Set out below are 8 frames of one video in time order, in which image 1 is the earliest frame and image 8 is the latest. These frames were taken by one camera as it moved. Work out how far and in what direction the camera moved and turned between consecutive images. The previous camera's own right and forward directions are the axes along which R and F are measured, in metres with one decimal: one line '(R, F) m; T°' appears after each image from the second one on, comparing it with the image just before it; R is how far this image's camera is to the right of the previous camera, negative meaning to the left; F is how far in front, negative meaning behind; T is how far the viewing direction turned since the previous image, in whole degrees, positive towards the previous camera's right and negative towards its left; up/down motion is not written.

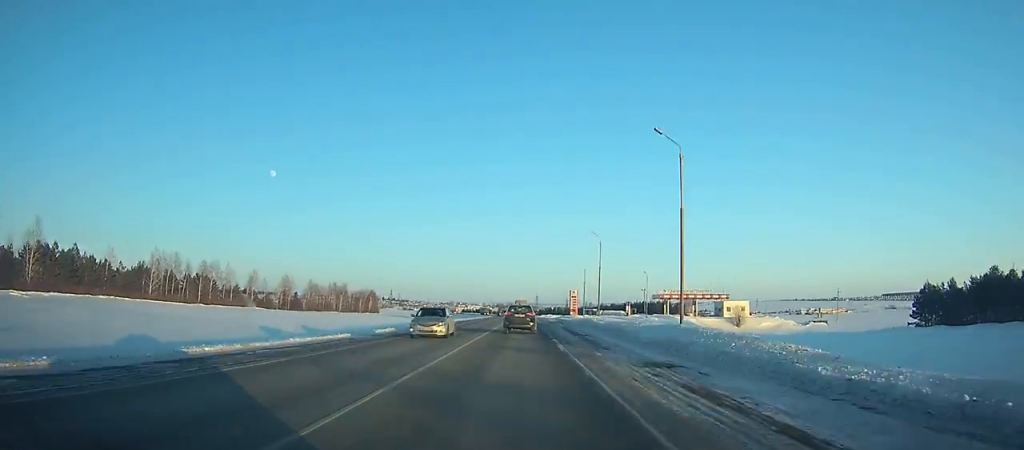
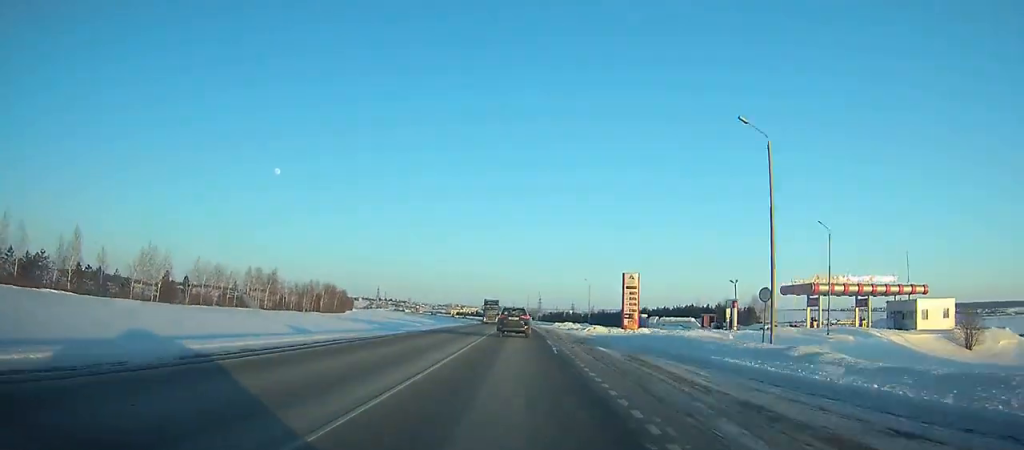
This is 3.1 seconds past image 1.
(-0.2, +73.7) m; 0°
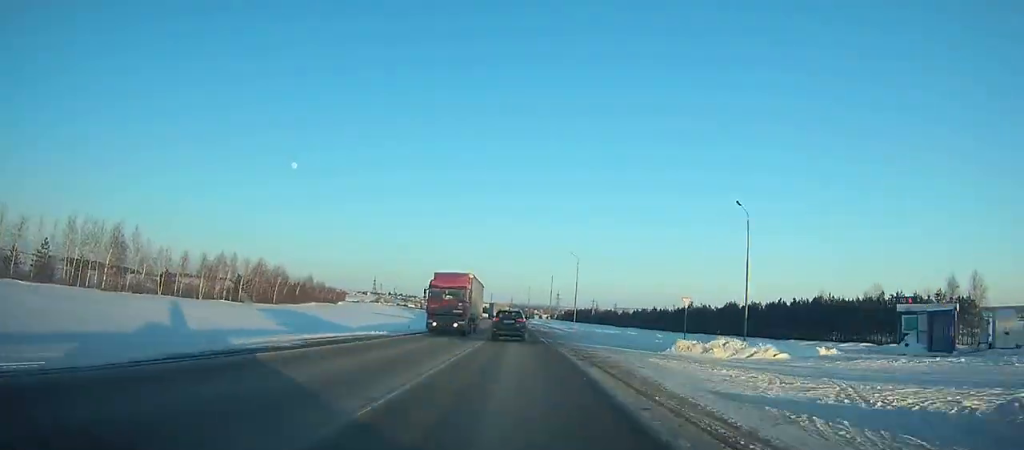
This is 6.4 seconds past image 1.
(-0.4, +77.1) m; -1°
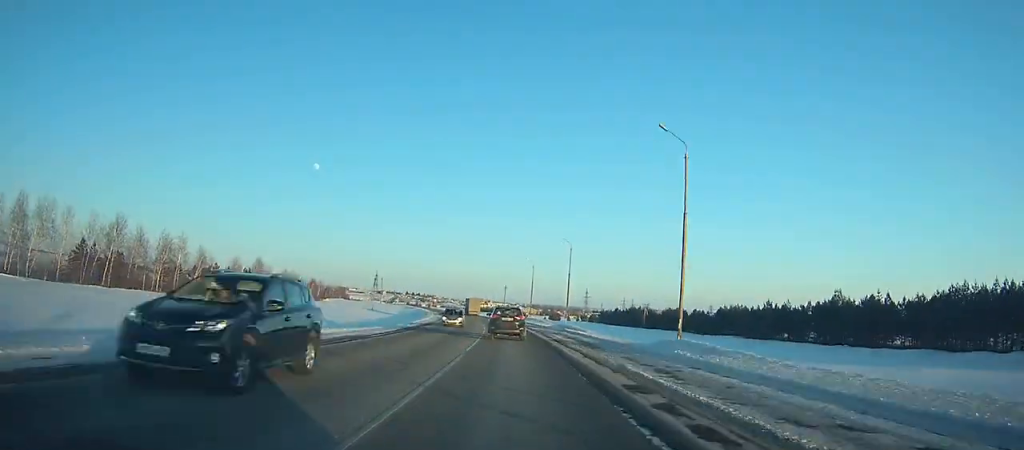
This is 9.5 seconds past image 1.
(-1.1, +71.5) m; -3°
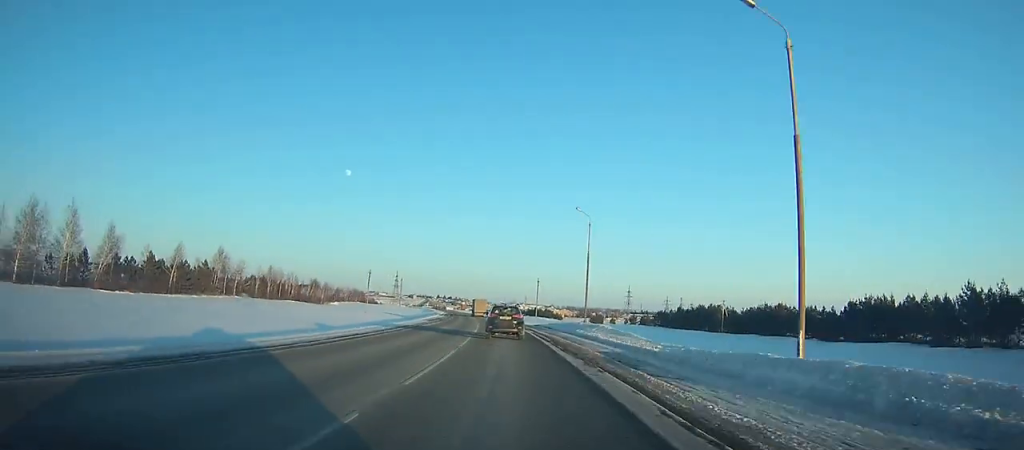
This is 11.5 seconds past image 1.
(-1.2, +45.9) m; -3°
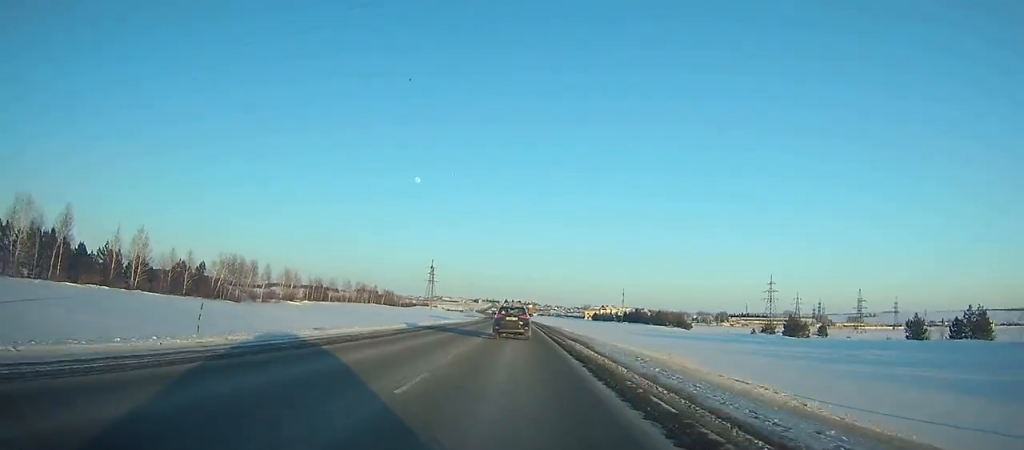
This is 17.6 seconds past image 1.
(-9.8, +139.2) m; -6°
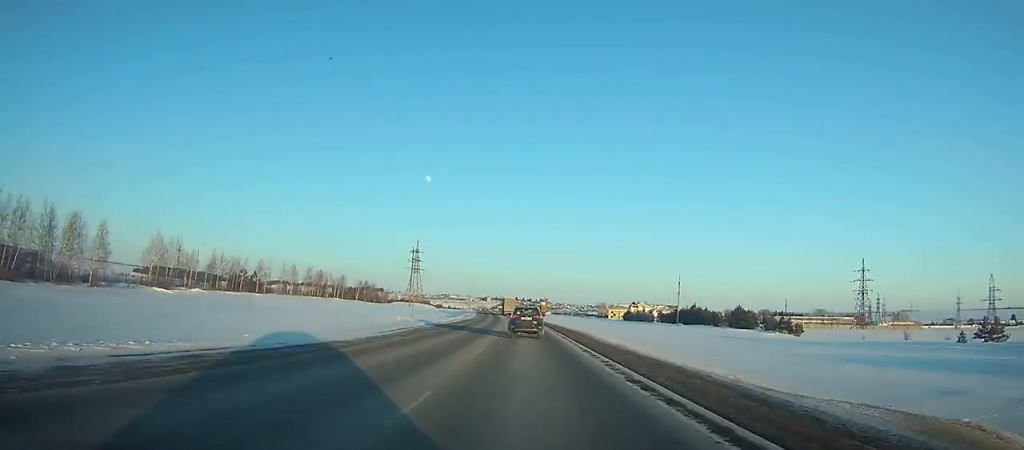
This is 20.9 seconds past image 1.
(-0.9, +76.1) m; -1°
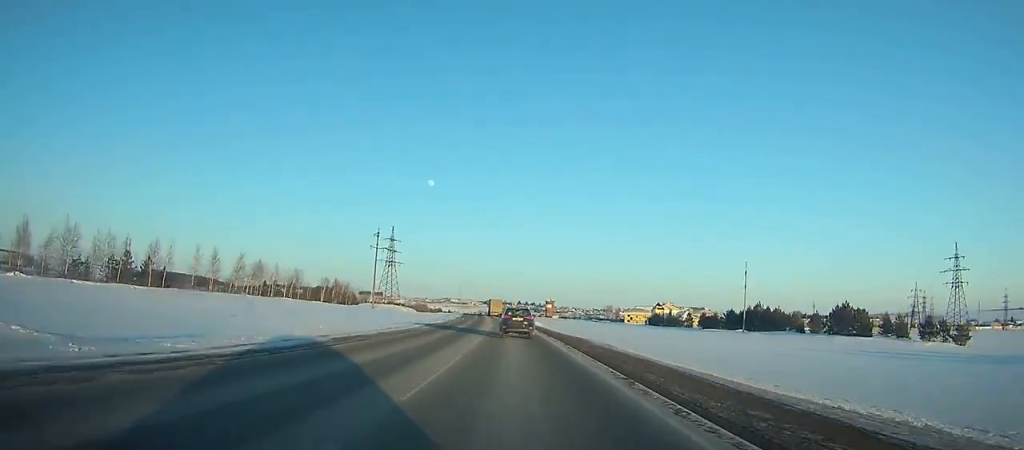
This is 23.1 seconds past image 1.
(-0.3, +51.1) m; -1°
